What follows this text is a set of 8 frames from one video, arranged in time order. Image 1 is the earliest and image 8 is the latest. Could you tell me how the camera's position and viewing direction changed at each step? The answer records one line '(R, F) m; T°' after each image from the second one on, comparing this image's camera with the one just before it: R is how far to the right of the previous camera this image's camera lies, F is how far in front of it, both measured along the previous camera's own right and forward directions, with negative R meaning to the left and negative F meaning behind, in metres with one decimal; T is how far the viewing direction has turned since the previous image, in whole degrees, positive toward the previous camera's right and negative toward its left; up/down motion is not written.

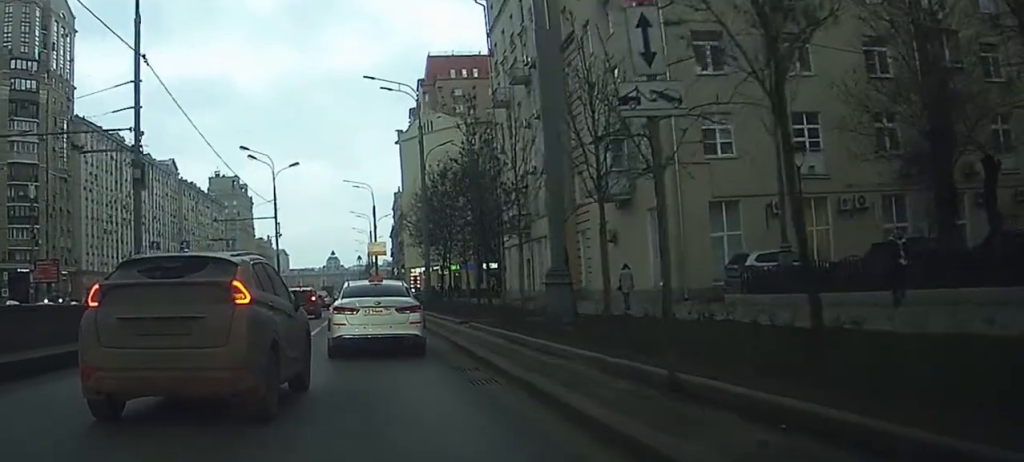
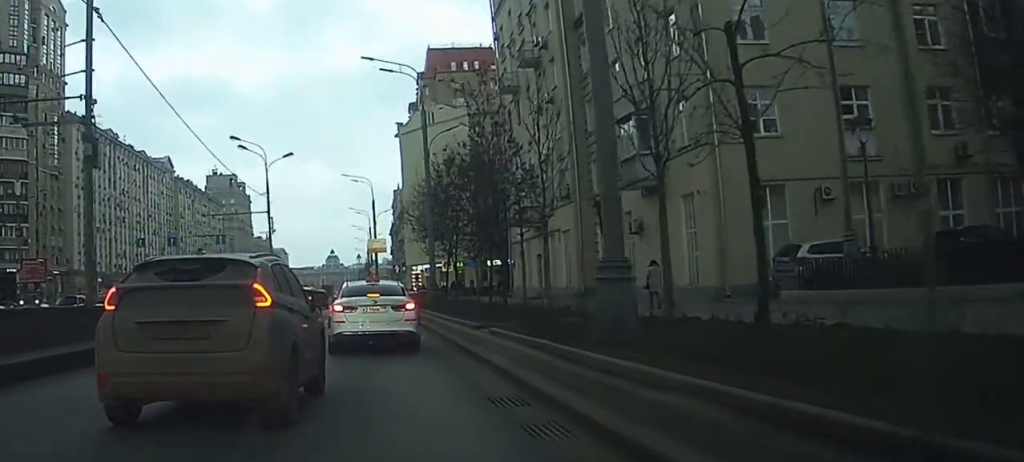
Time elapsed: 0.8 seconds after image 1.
(+0.1, +4.2) m; +2°
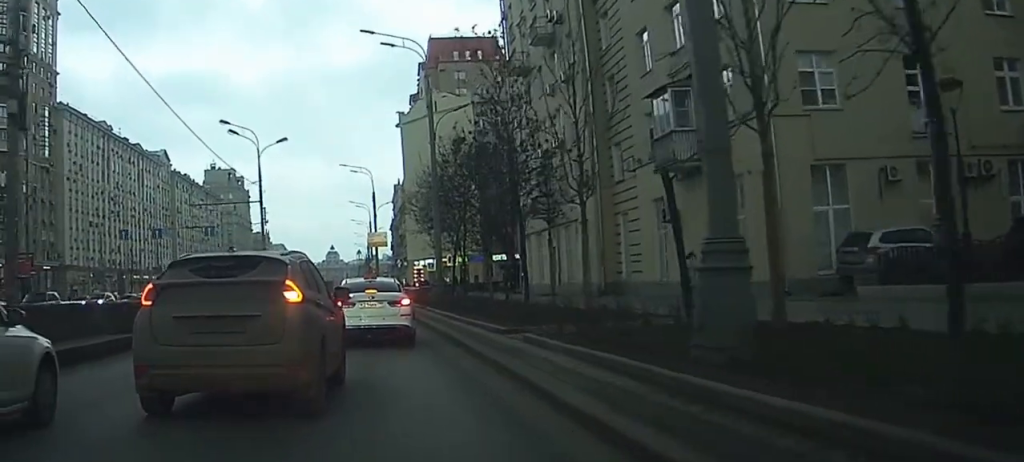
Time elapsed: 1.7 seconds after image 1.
(+0.2, +4.6) m; 0°
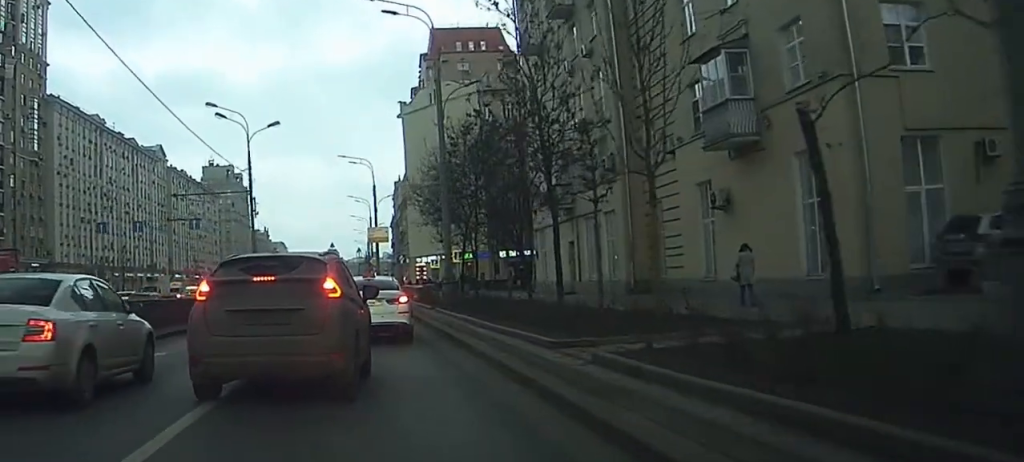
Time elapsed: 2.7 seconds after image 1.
(-0.2, +5.4) m; -2°
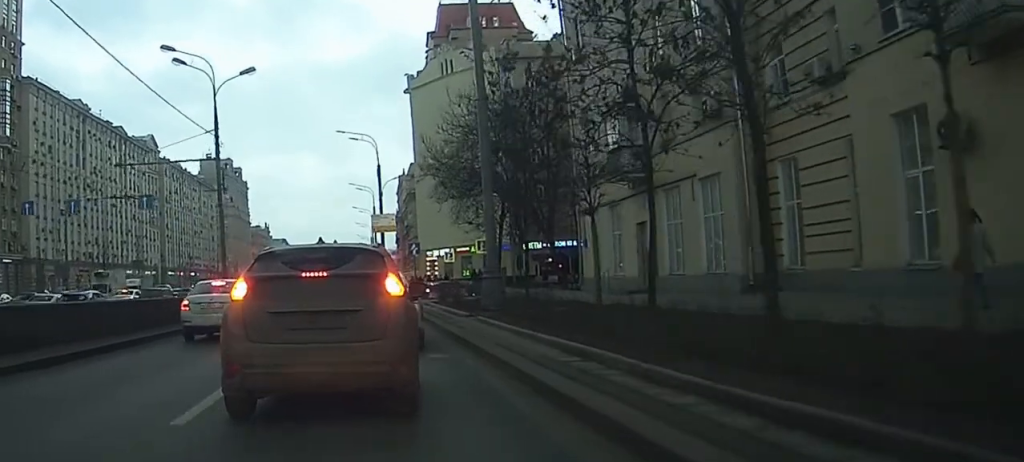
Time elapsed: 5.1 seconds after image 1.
(-0.3, +12.3) m; -2°
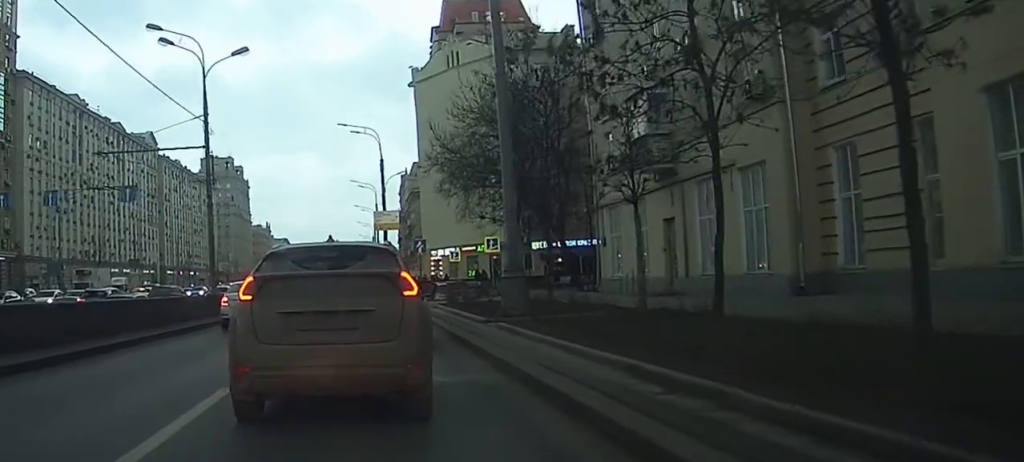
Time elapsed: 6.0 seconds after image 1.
(0.0, +3.9) m; +1°
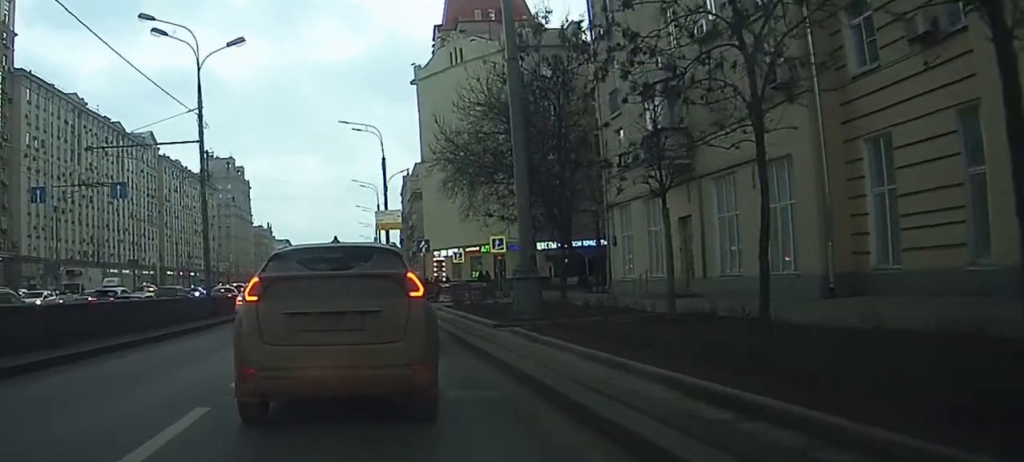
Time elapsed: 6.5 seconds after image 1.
(0.0, +2.0) m; +1°
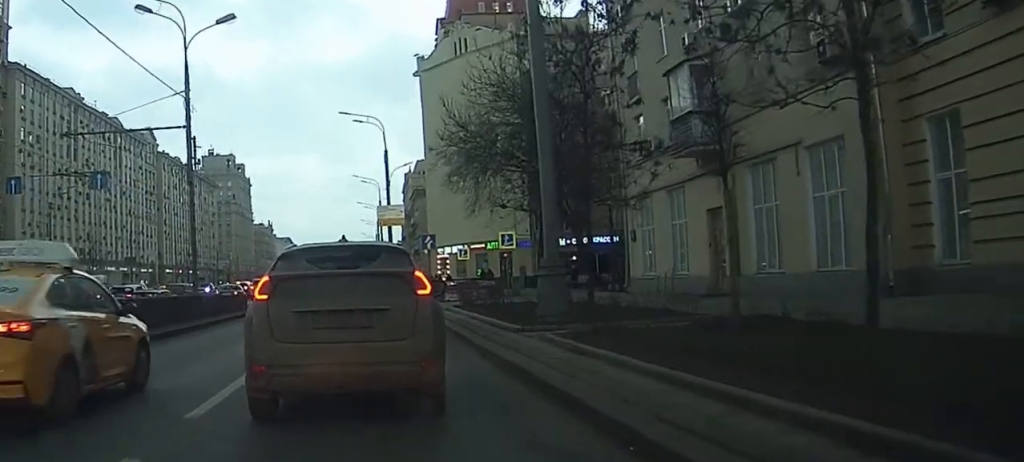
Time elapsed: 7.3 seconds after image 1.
(0.0, +3.5) m; 0°
